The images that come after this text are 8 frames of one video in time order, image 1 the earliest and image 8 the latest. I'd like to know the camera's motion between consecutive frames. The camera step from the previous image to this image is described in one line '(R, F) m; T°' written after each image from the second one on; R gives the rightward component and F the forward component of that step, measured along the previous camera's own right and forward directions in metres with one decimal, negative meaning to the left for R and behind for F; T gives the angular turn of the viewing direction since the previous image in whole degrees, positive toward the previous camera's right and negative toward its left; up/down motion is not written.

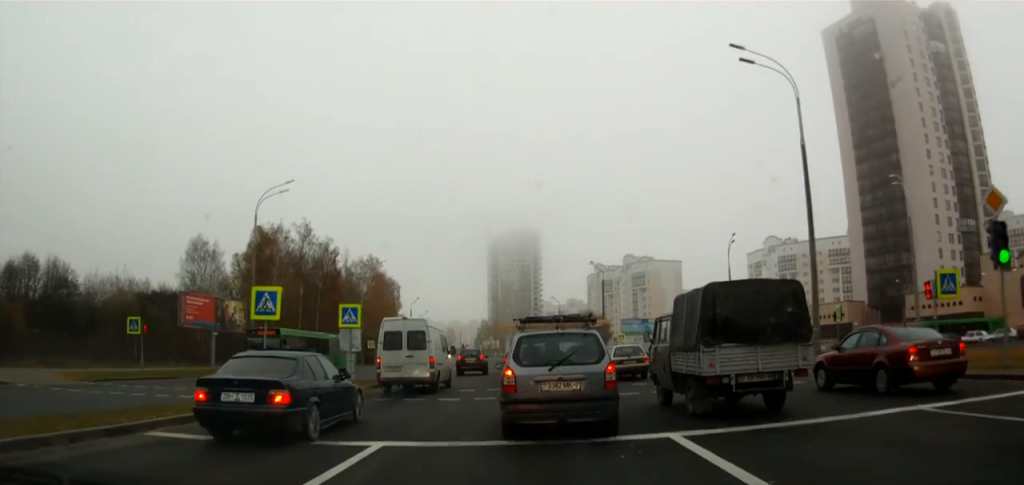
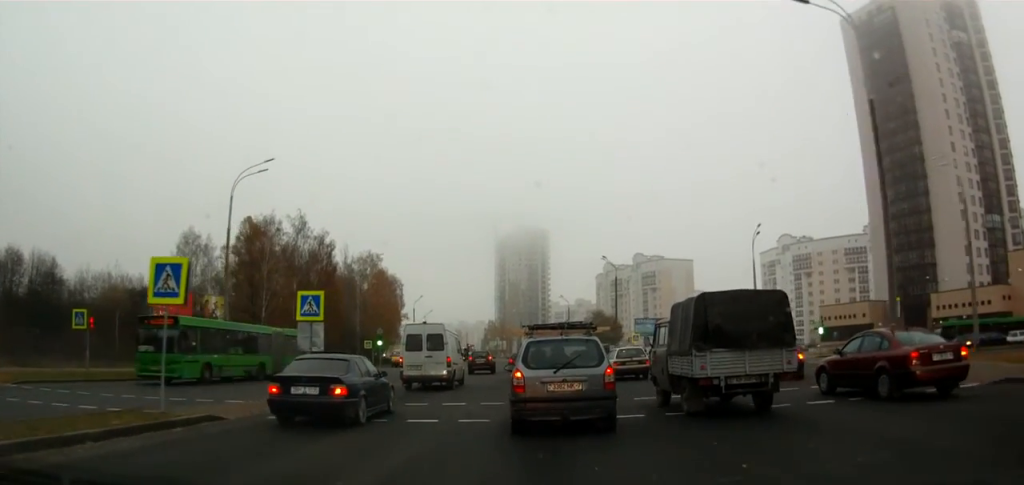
(-0.3, +4.7) m; -4°
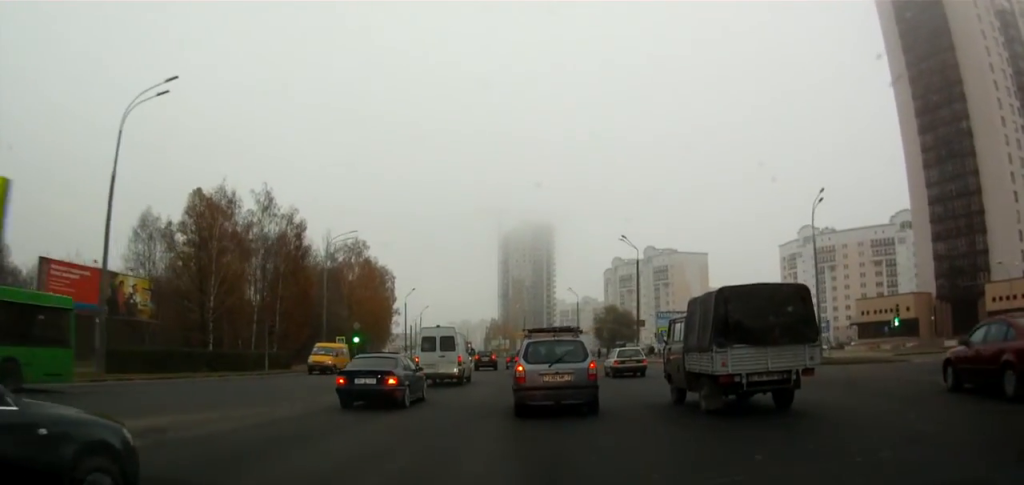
(-0.2, +11.0) m; -2°
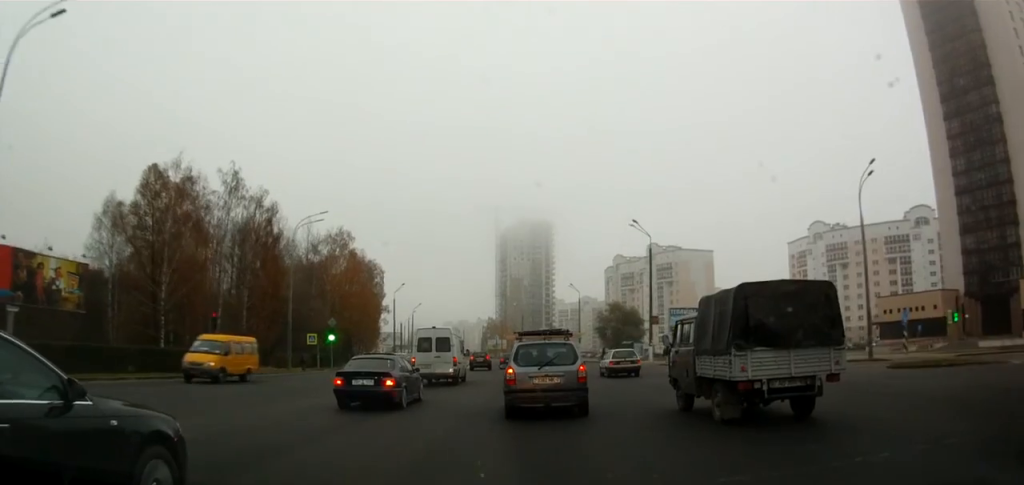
(+0.1, +6.7) m; 0°
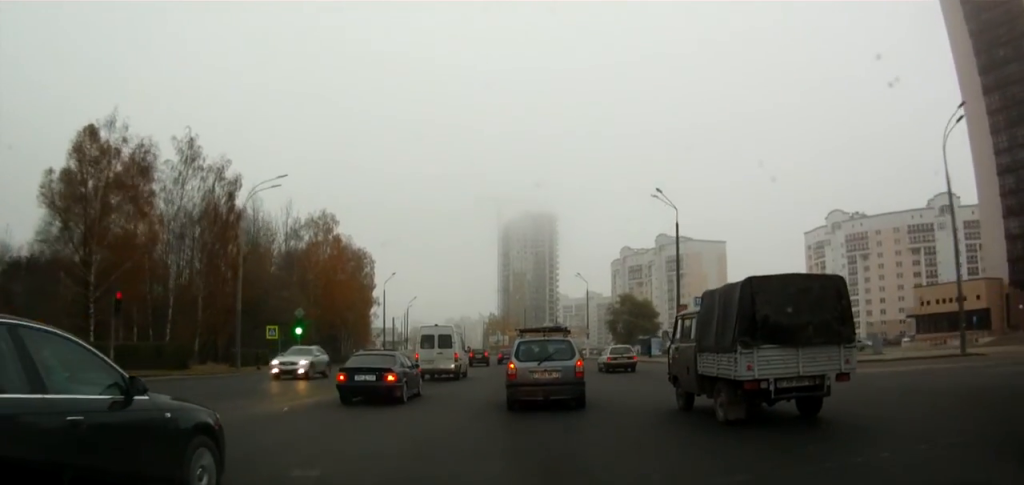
(-0.1, +8.6) m; -1°
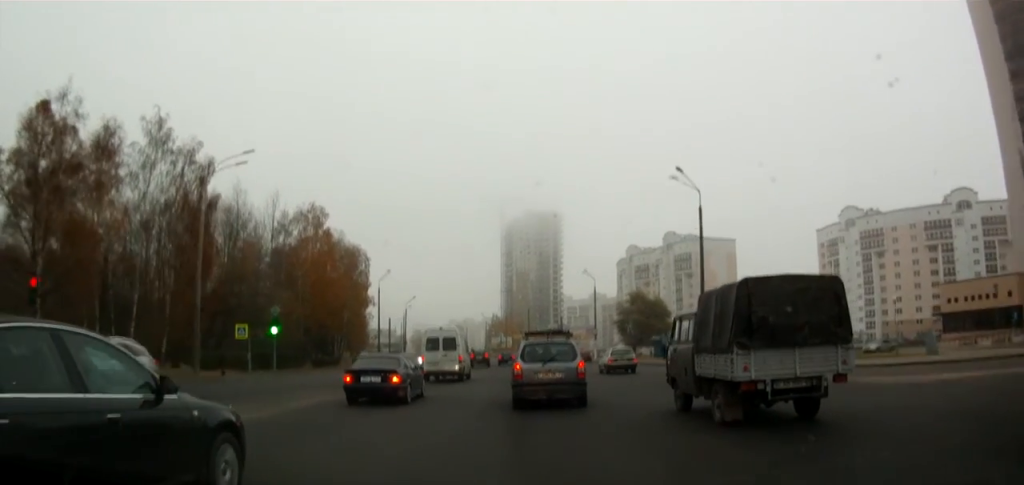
(-0.1, +5.5) m; 0°
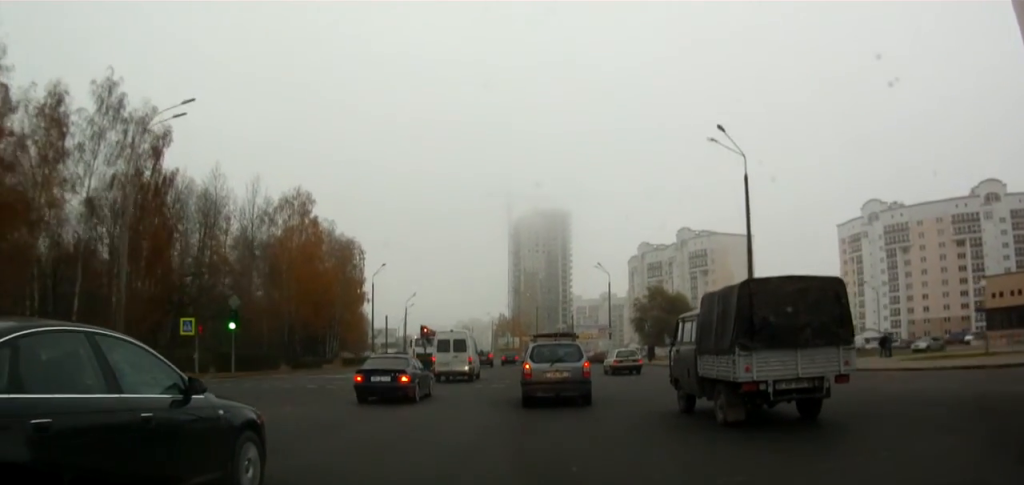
(0.0, +7.4) m; +1°
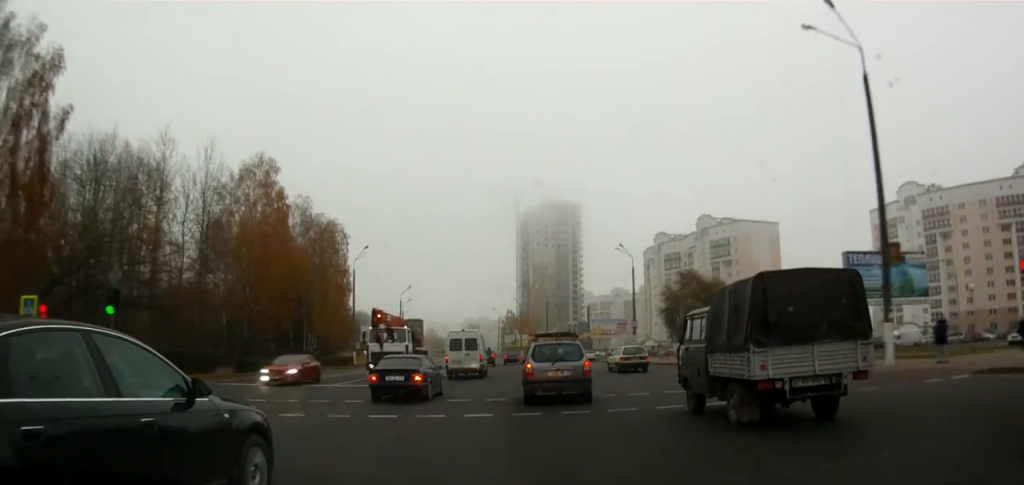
(+0.2, +11.9) m; 0°
